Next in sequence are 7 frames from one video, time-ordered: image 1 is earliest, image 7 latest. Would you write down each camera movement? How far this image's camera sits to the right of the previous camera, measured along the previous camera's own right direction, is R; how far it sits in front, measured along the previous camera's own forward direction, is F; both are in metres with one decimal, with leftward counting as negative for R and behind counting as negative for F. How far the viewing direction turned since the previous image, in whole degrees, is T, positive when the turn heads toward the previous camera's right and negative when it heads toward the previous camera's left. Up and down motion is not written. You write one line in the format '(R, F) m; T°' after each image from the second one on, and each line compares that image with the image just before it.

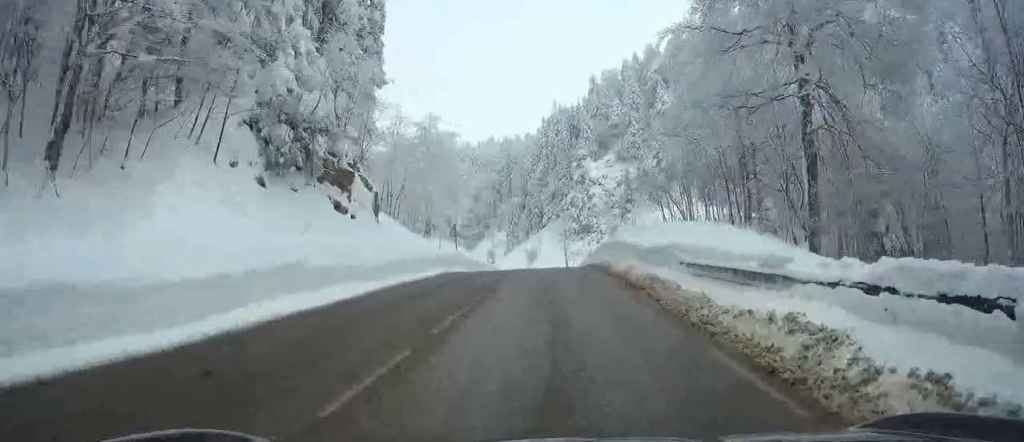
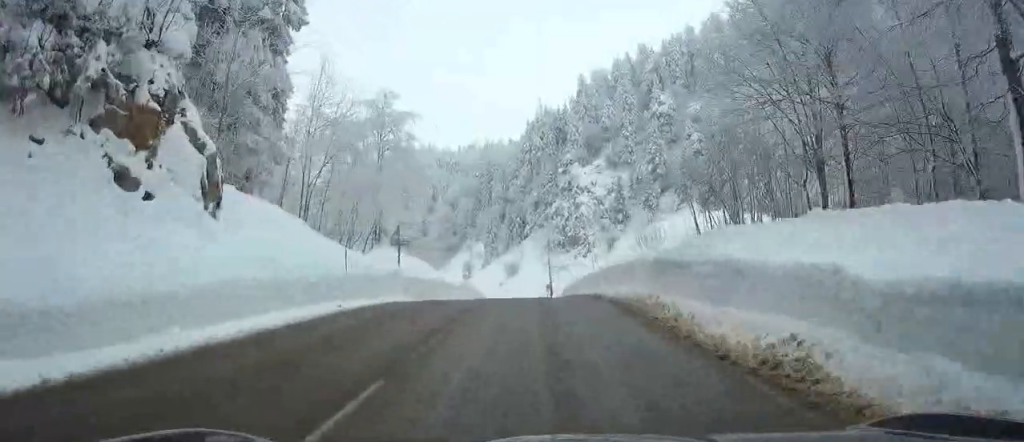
(0.0, +13.7) m; 0°
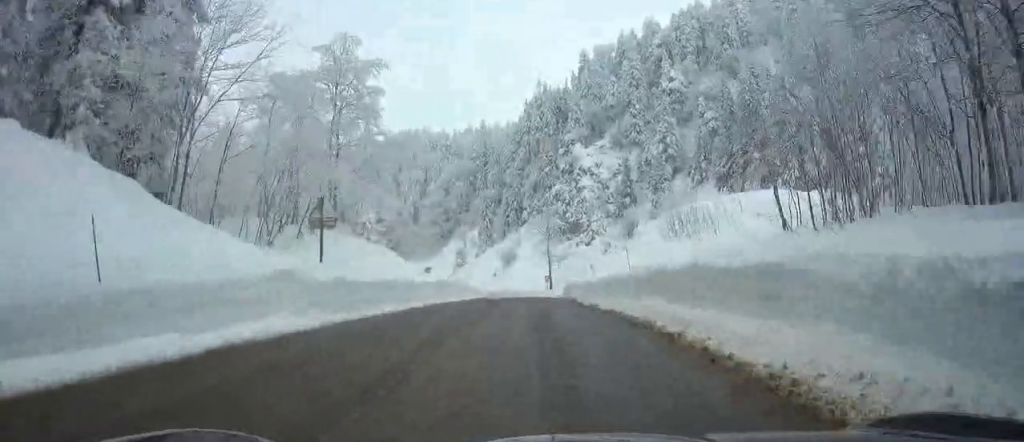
(0.0, +11.3) m; 0°
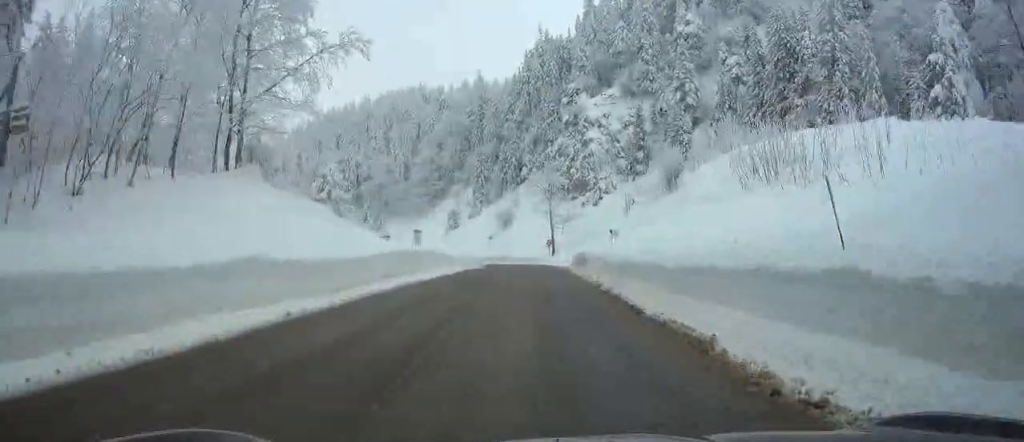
(0.0, +13.4) m; +4°
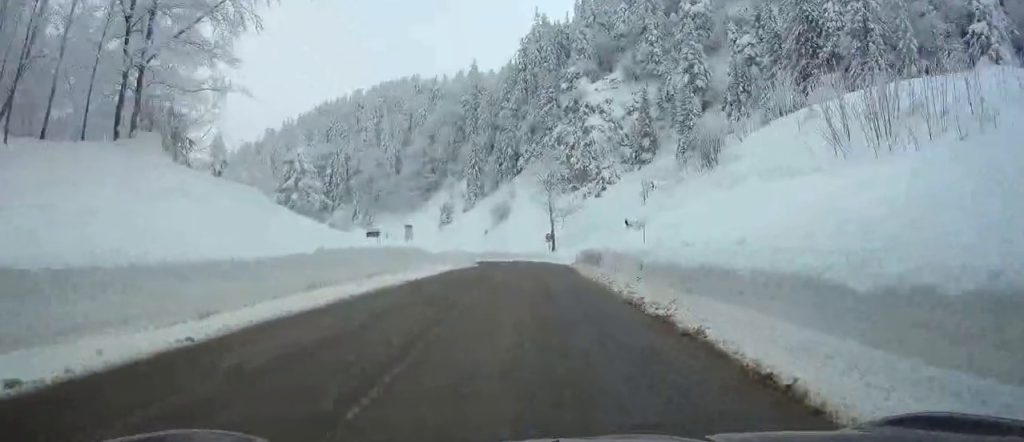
(+0.2, +7.4) m; +3°
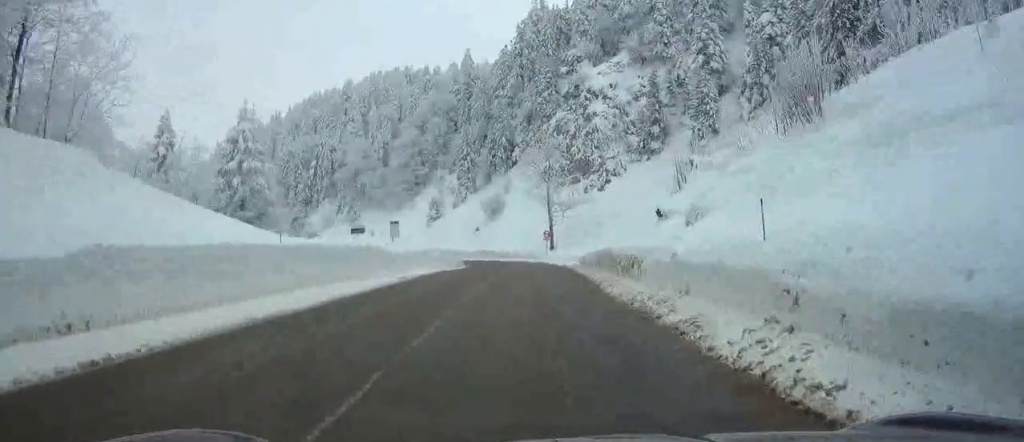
(+0.6, +9.9) m; +3°
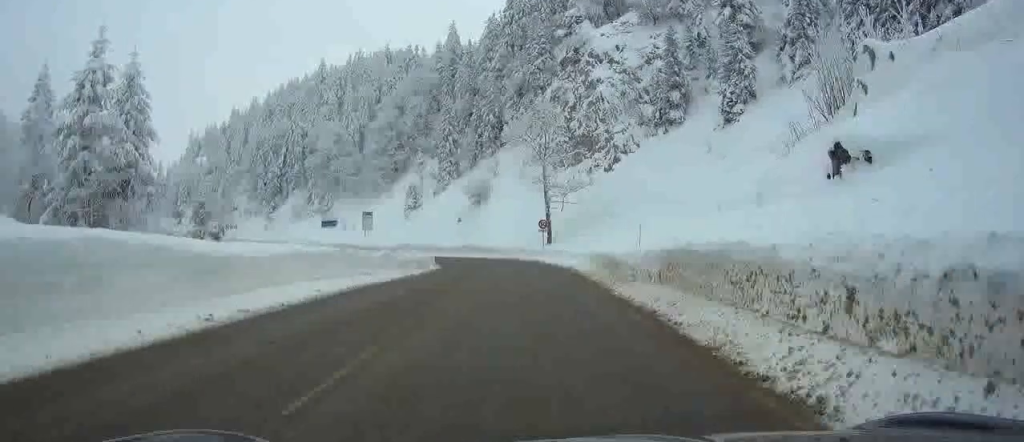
(0.0, +15.4) m; 0°
